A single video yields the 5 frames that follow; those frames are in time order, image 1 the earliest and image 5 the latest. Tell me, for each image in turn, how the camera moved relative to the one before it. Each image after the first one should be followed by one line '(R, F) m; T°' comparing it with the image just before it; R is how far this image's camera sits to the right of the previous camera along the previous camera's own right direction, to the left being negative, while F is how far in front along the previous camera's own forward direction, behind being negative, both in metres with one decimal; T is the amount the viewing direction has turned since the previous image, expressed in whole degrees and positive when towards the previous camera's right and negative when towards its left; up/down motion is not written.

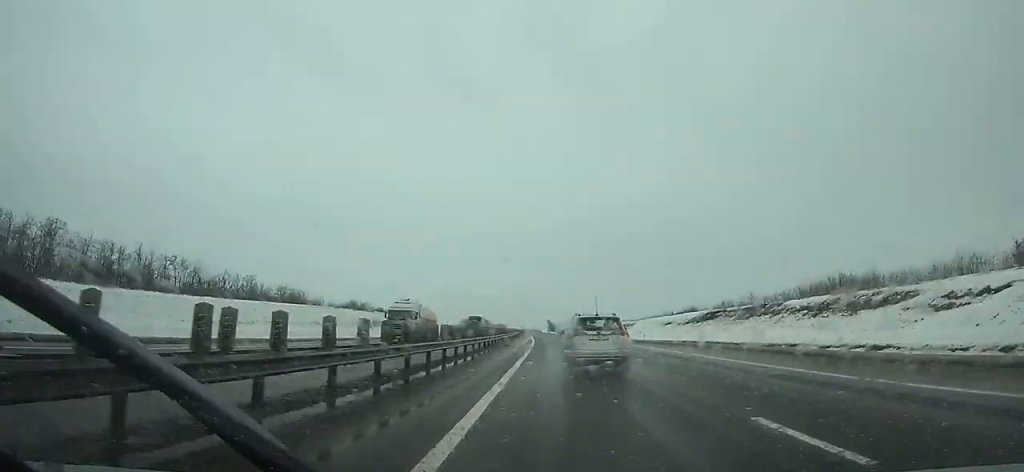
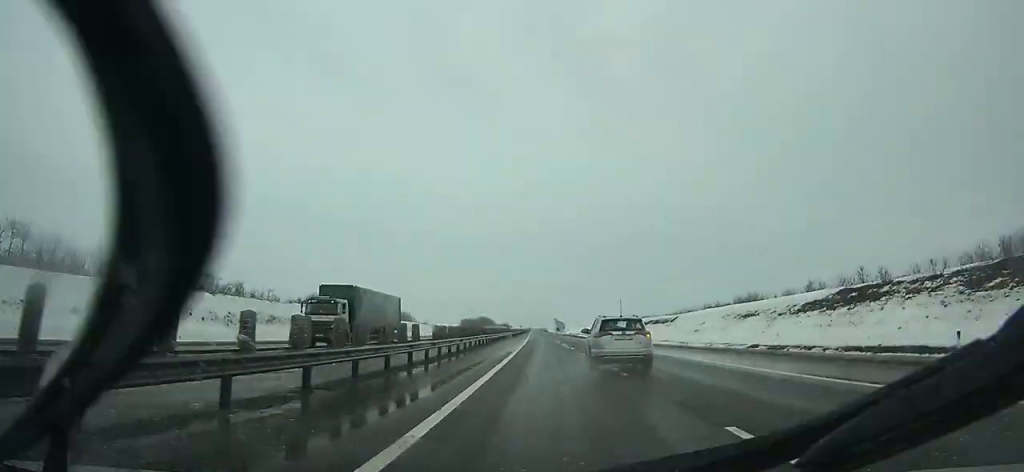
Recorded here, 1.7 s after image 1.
(-0.4, +48.8) m; -1°
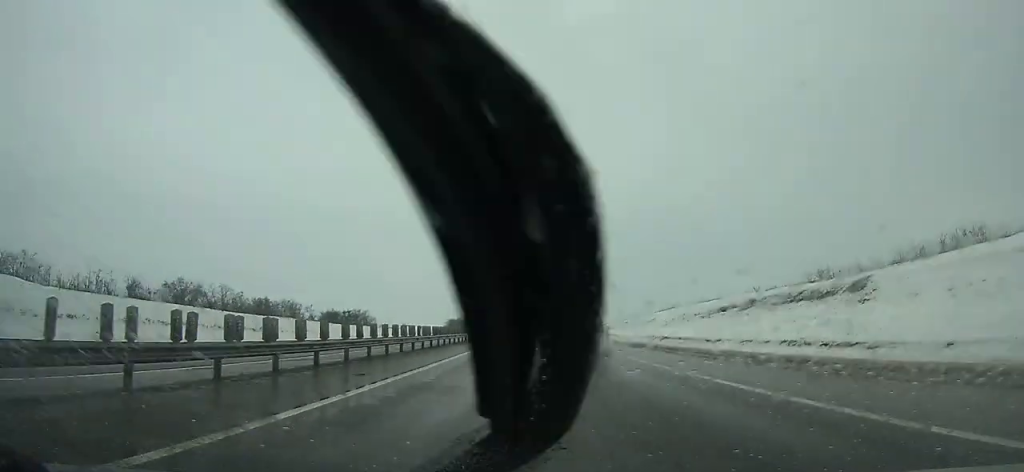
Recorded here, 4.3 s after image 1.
(-0.3, +74.2) m; -1°
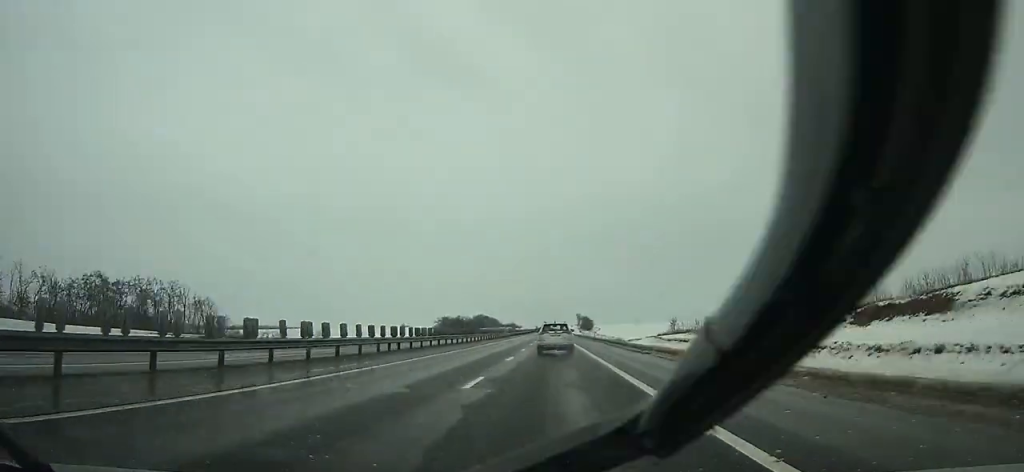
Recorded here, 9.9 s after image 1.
(-1.7, +158.8) m; -1°
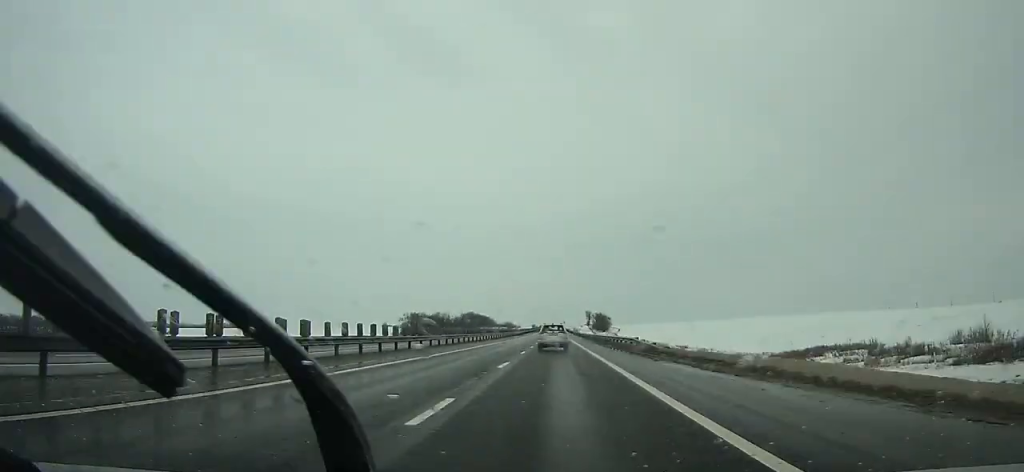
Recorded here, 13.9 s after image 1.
(-0.3, +112.2) m; 0°
